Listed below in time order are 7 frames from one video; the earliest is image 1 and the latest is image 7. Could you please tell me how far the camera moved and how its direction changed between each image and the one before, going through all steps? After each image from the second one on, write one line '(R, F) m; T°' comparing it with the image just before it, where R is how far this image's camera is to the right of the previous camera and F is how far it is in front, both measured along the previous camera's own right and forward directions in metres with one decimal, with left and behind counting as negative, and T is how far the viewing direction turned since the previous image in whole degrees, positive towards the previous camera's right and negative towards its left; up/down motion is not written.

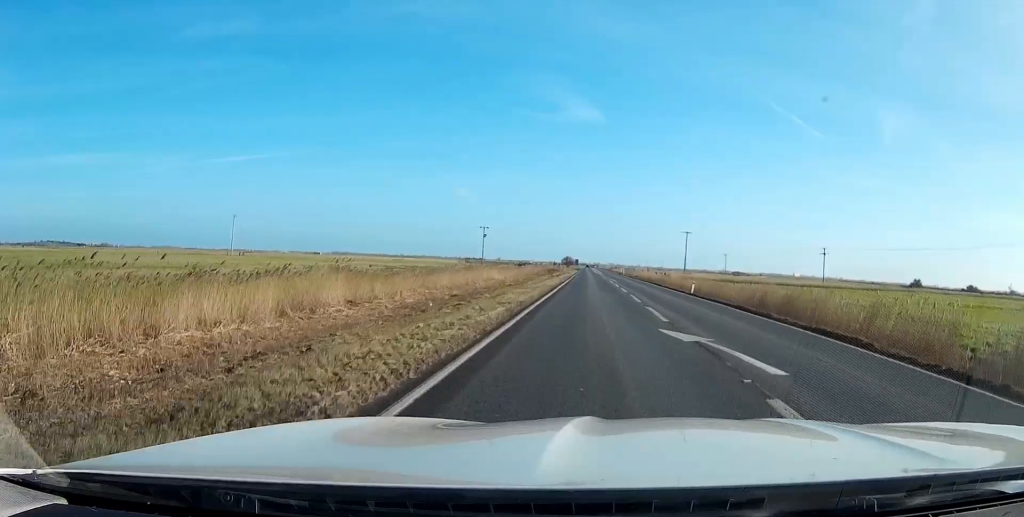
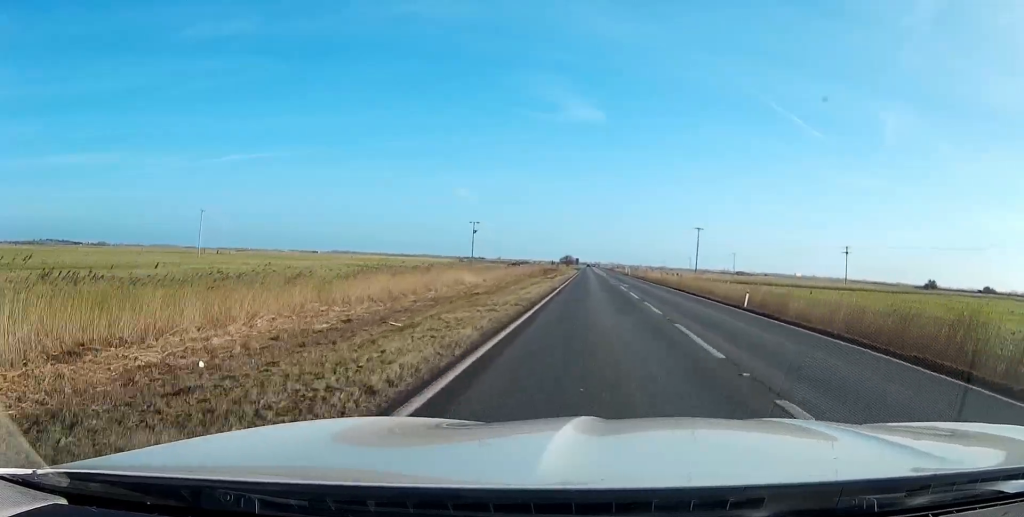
(-0.2, +15.4) m; 0°
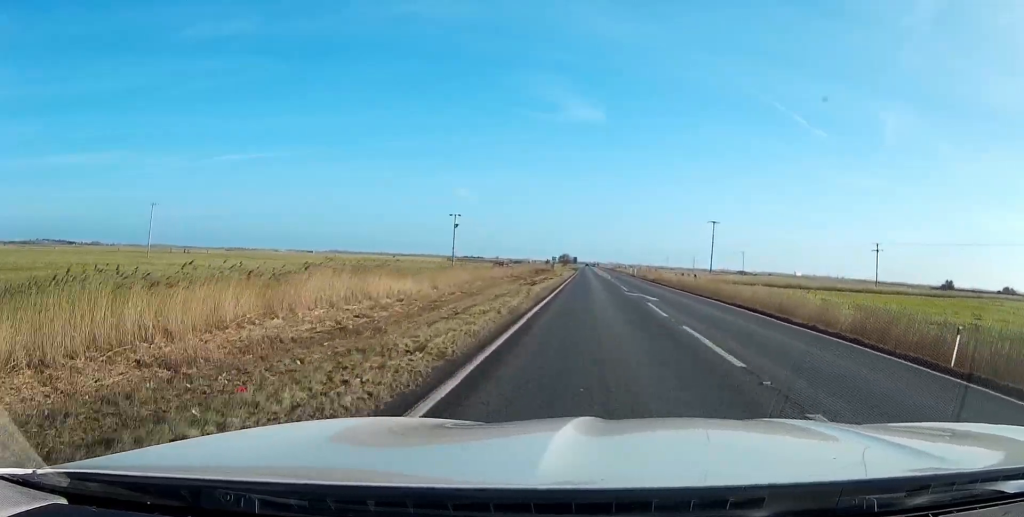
(+0.2, +18.7) m; 0°
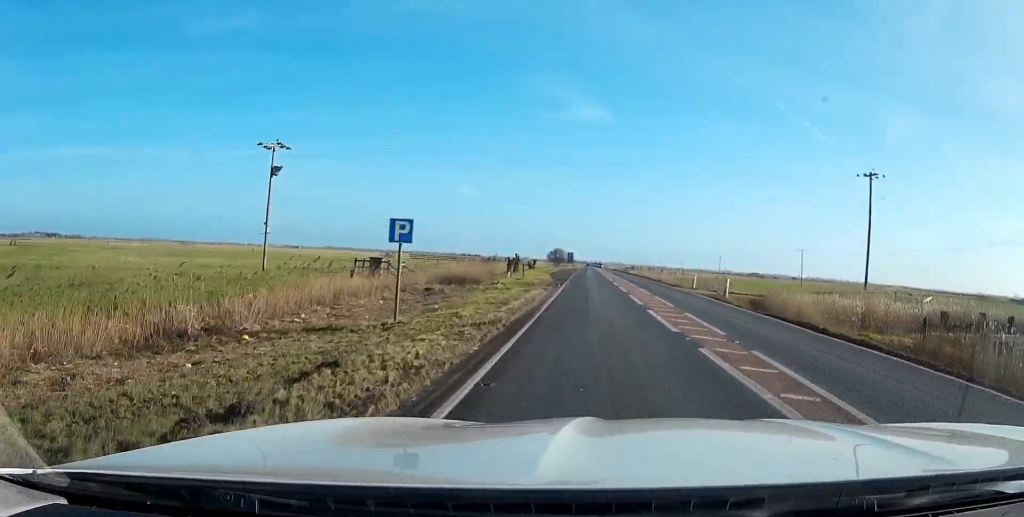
(-0.1, +72.8) m; 0°
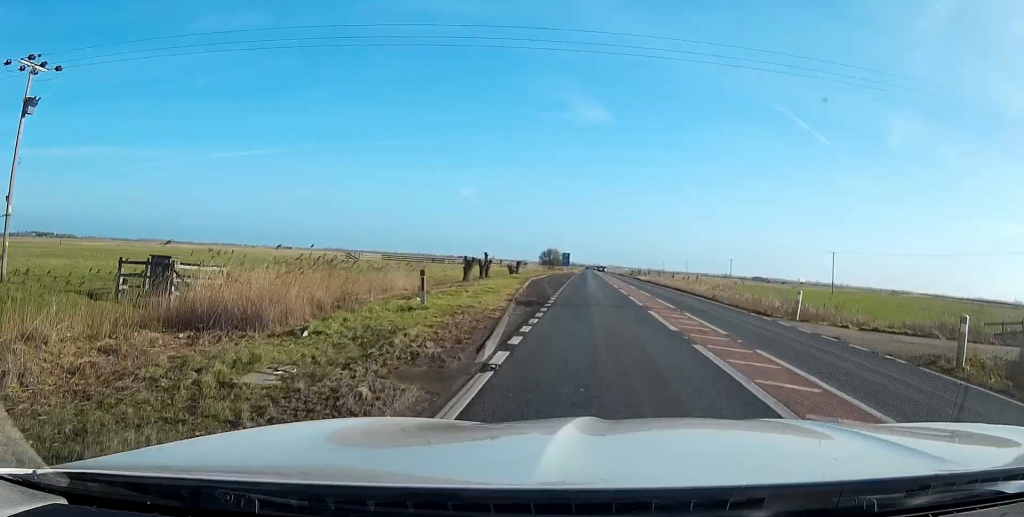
(0.0, +26.3) m; 0°
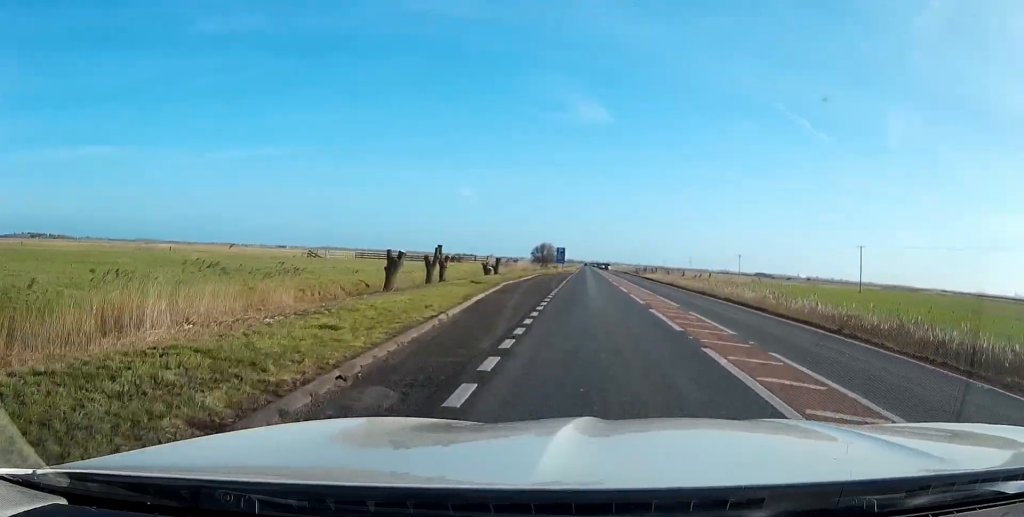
(0.0, +18.8) m; 0°
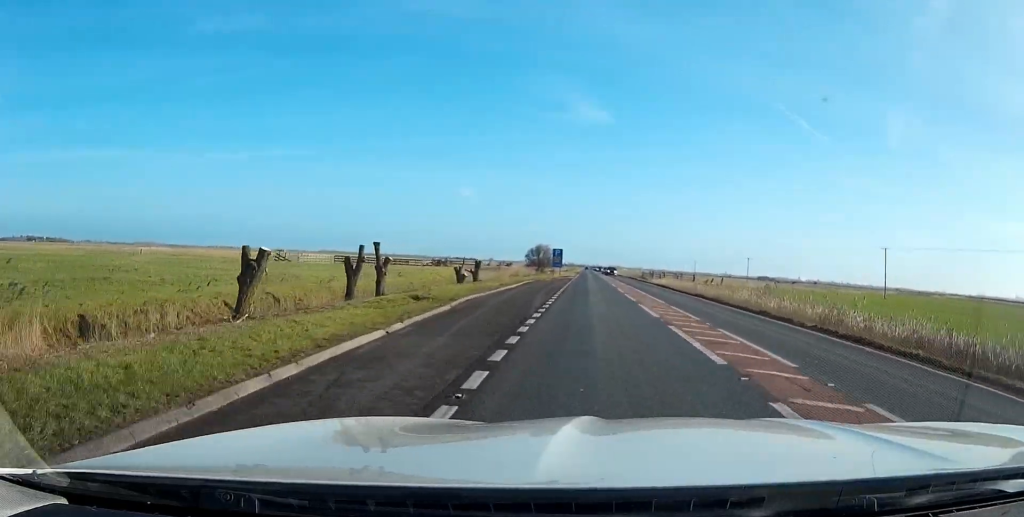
(0.0, +13.1) m; 0°
